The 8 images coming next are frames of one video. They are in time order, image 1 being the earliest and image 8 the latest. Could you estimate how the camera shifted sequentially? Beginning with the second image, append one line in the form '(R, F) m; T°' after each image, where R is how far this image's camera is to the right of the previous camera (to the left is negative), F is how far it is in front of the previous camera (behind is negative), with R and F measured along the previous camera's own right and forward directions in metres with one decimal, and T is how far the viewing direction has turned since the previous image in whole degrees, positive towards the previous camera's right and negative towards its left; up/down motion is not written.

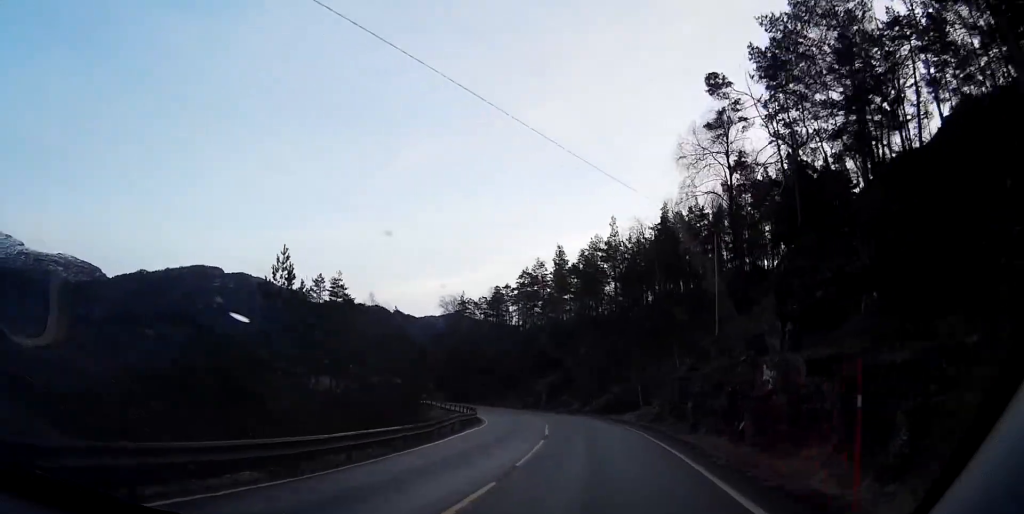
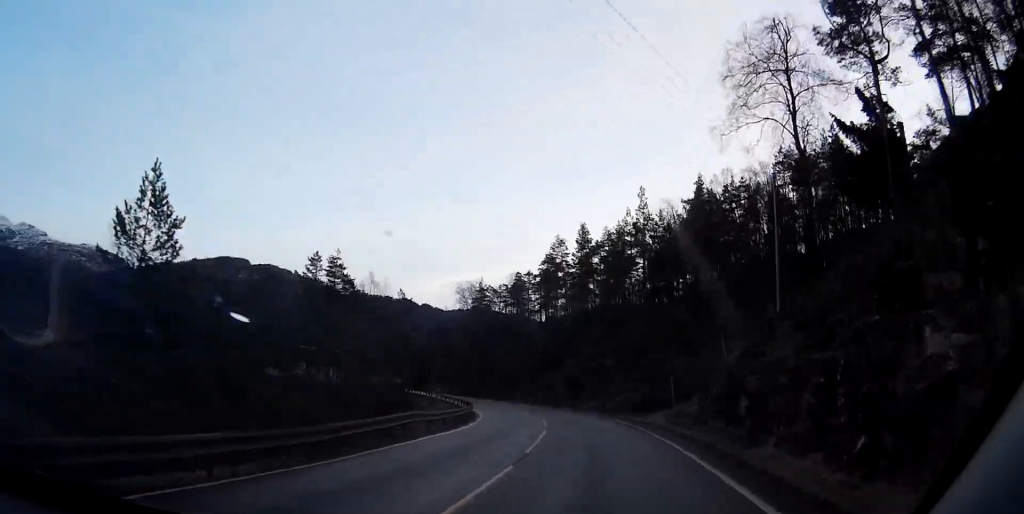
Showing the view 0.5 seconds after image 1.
(-0.2, +10.6) m; -2°
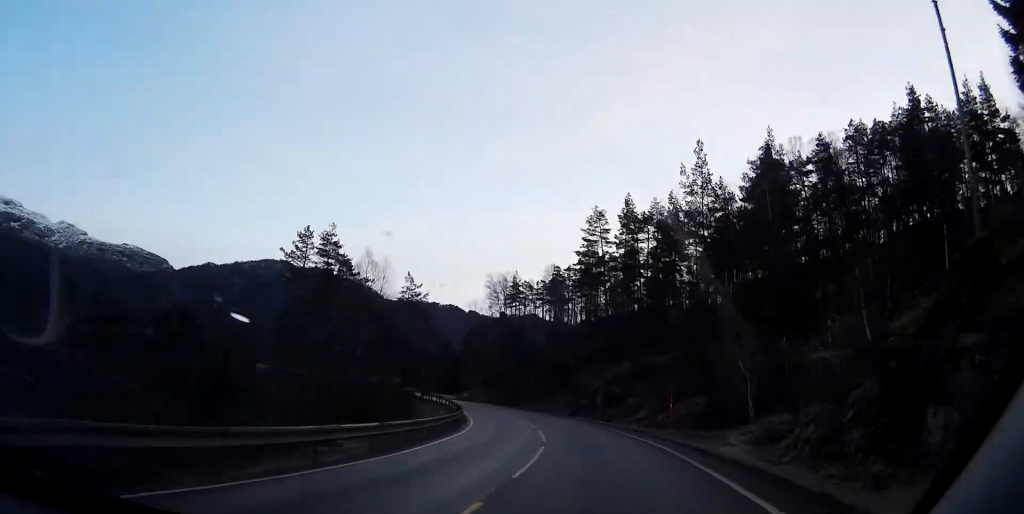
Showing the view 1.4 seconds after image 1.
(-0.1, +16.5) m; -4°
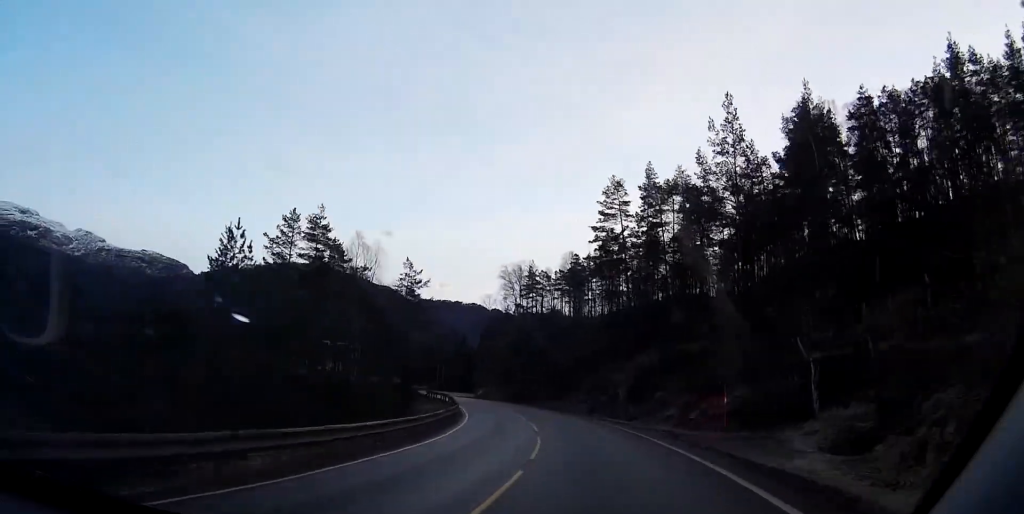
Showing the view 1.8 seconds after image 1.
(-0.6, +8.4) m; -3°
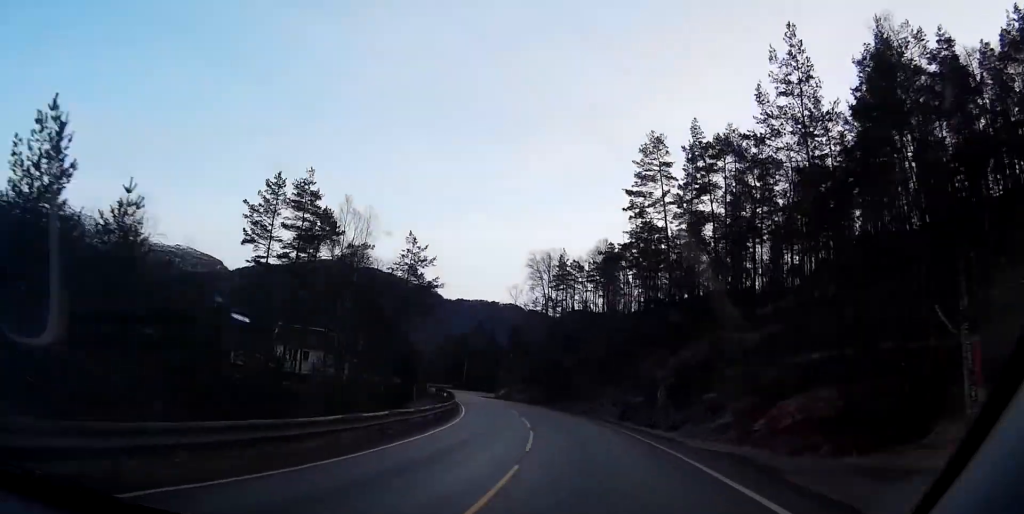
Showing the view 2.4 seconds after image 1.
(-0.2, +10.9) m; -4°
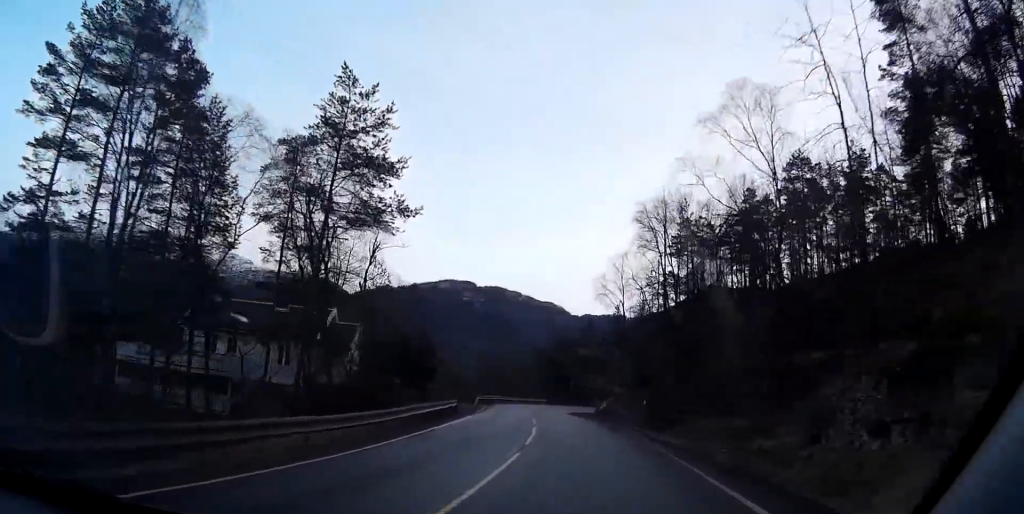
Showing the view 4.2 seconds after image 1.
(-2.9, +34.9) m; -9°
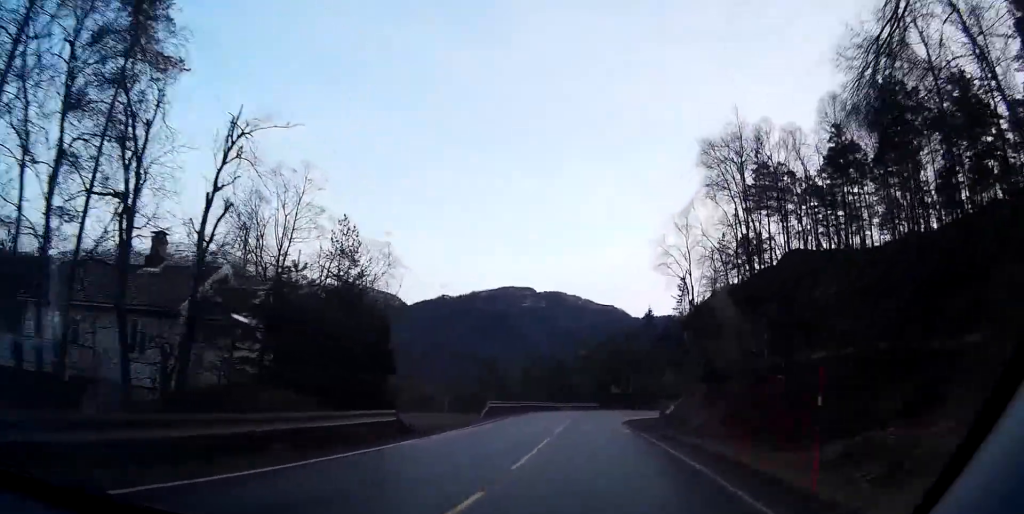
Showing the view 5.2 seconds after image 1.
(-0.9, +18.4) m; -4°
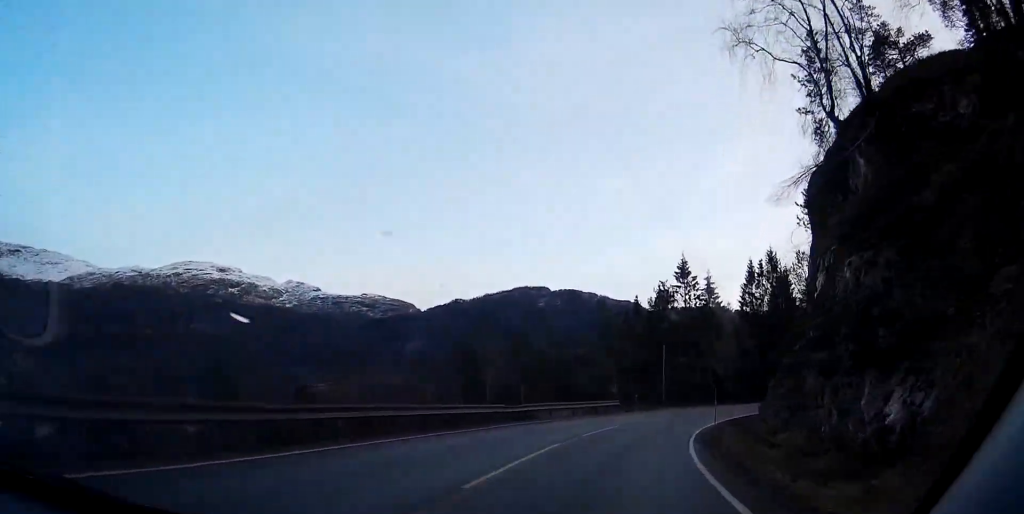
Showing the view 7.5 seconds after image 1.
(-0.8, +39.6) m; 0°
